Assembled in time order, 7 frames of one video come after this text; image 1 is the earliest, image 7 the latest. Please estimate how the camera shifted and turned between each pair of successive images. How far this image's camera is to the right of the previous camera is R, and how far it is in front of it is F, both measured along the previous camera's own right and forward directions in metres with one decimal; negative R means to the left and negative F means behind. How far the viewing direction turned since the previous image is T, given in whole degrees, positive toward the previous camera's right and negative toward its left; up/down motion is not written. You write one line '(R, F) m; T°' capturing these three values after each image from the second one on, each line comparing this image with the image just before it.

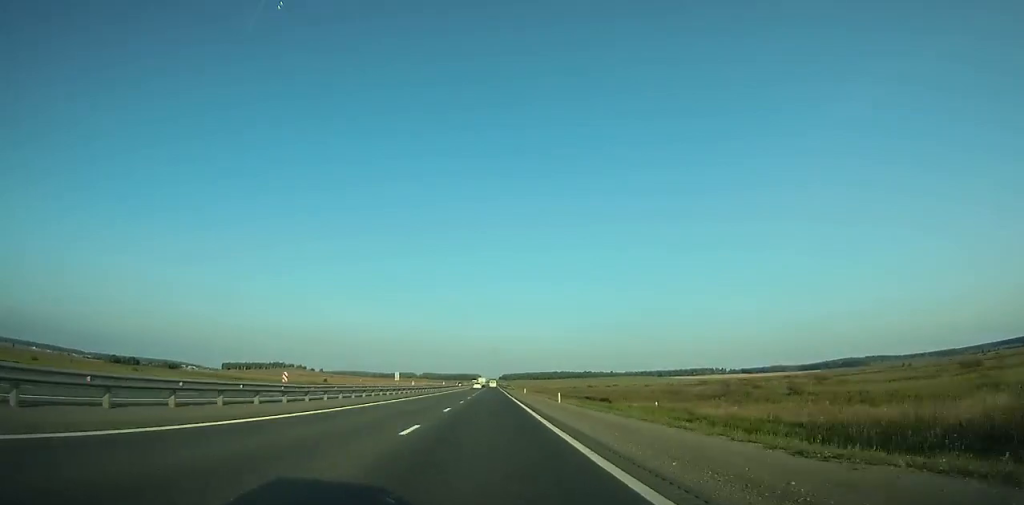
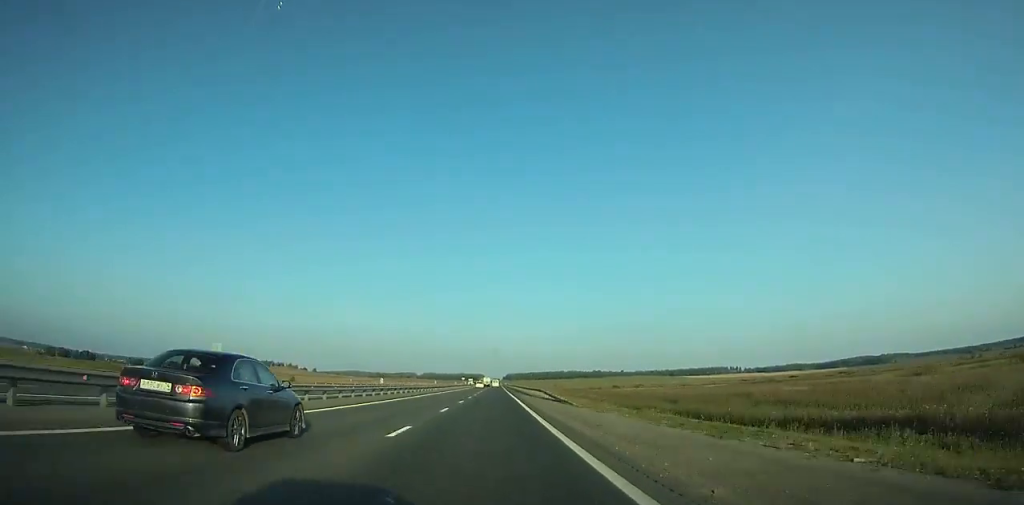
(-0.5, +100.0) m; -1°
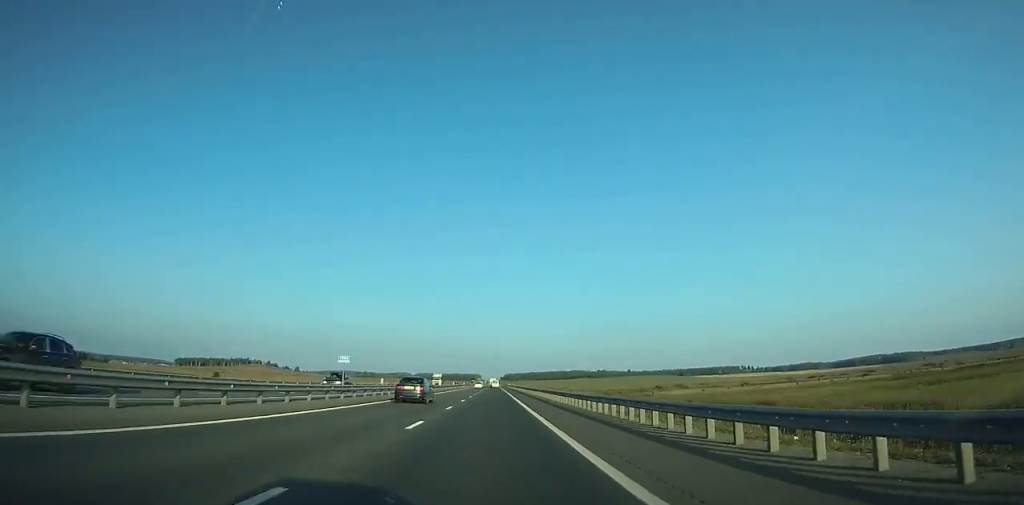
(-0.3, +118.8) m; 0°
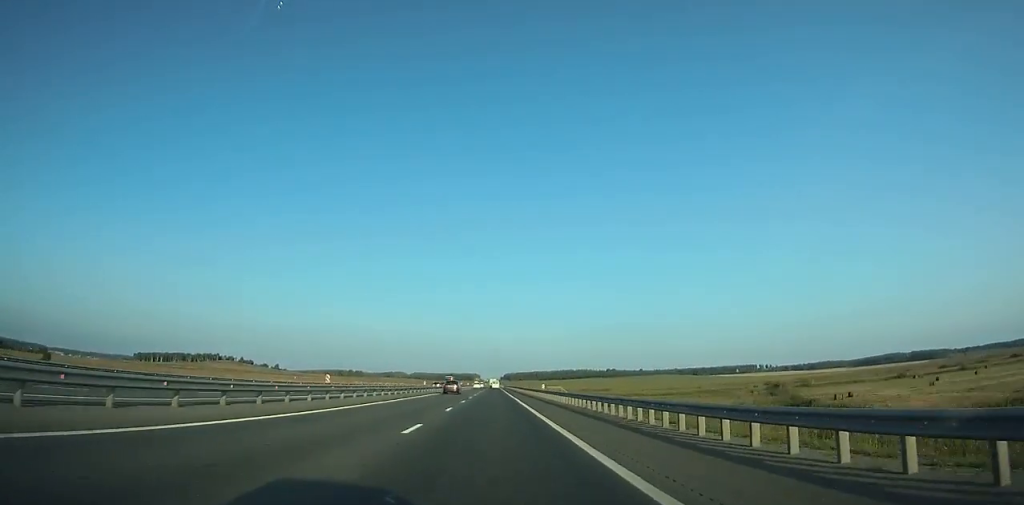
(+0.3, +132.9) m; 0°
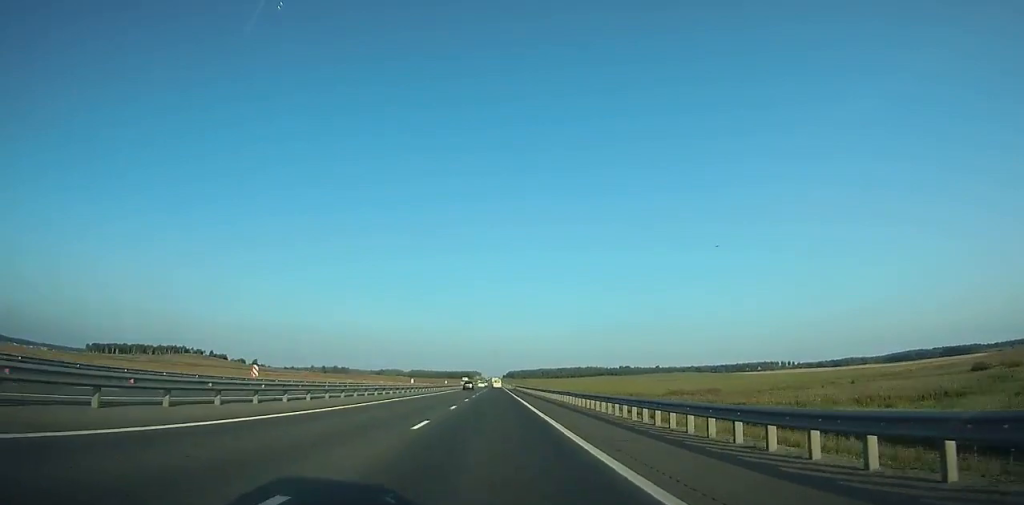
(-0.1, +128.9) m; 0°
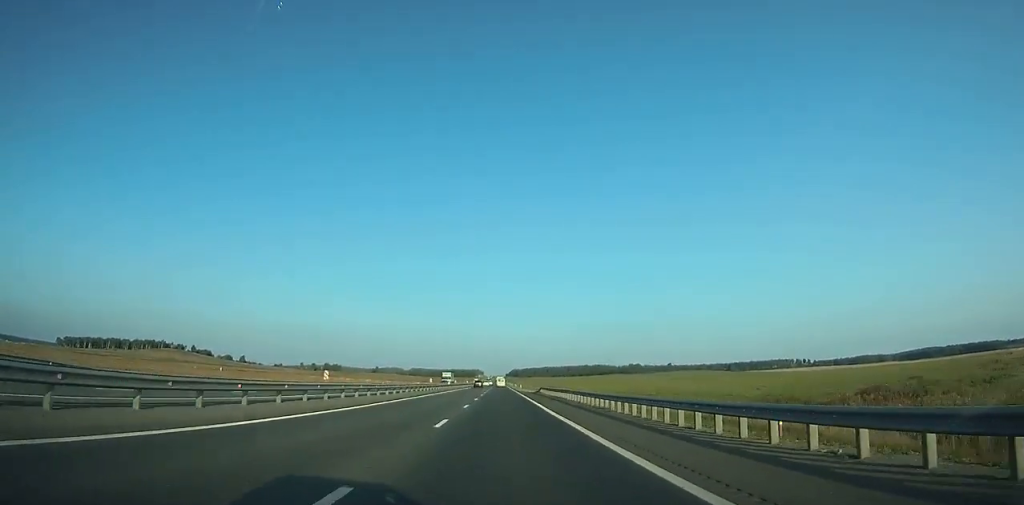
(-0.1, +71.5) m; 0°
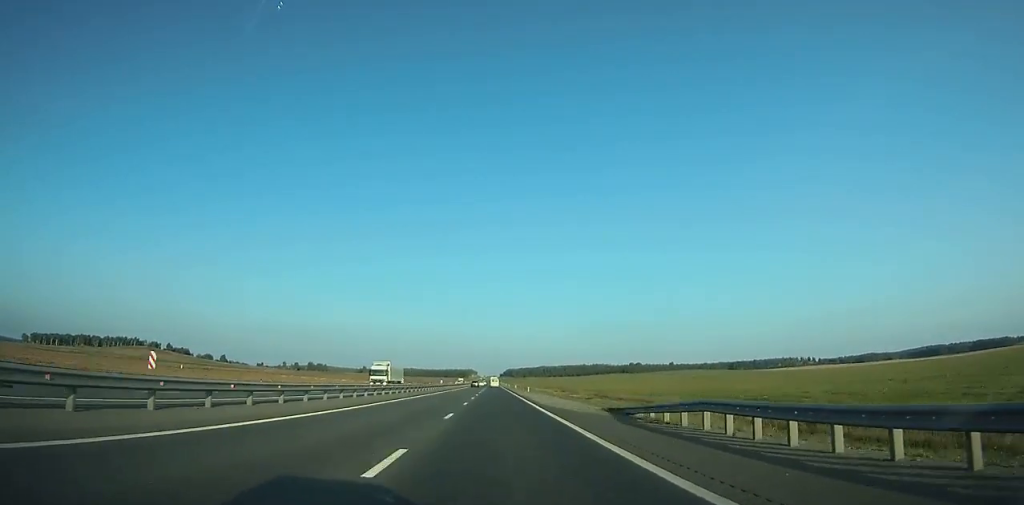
(0.0, +56.6) m; 0°
